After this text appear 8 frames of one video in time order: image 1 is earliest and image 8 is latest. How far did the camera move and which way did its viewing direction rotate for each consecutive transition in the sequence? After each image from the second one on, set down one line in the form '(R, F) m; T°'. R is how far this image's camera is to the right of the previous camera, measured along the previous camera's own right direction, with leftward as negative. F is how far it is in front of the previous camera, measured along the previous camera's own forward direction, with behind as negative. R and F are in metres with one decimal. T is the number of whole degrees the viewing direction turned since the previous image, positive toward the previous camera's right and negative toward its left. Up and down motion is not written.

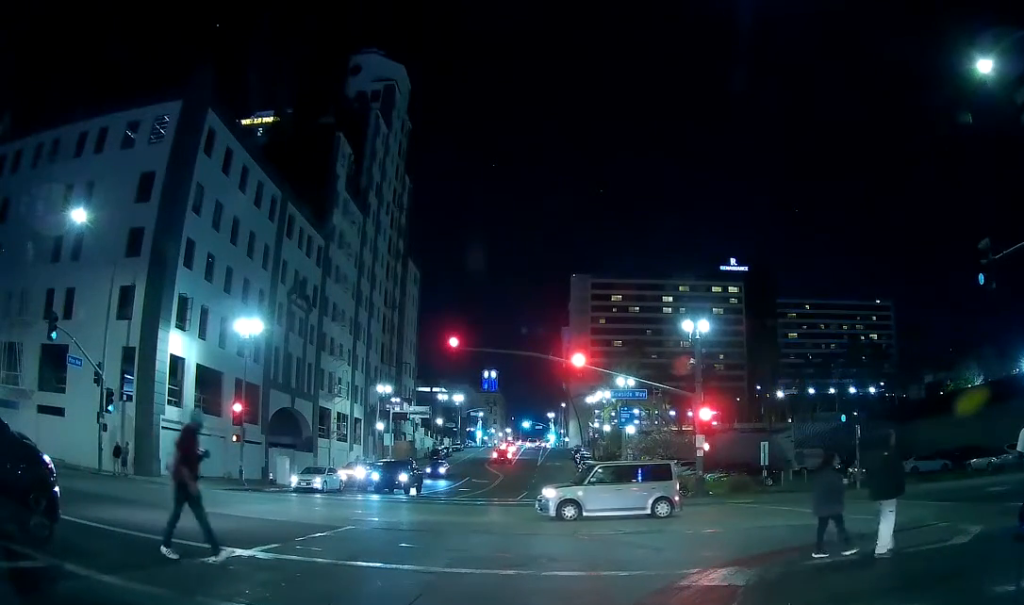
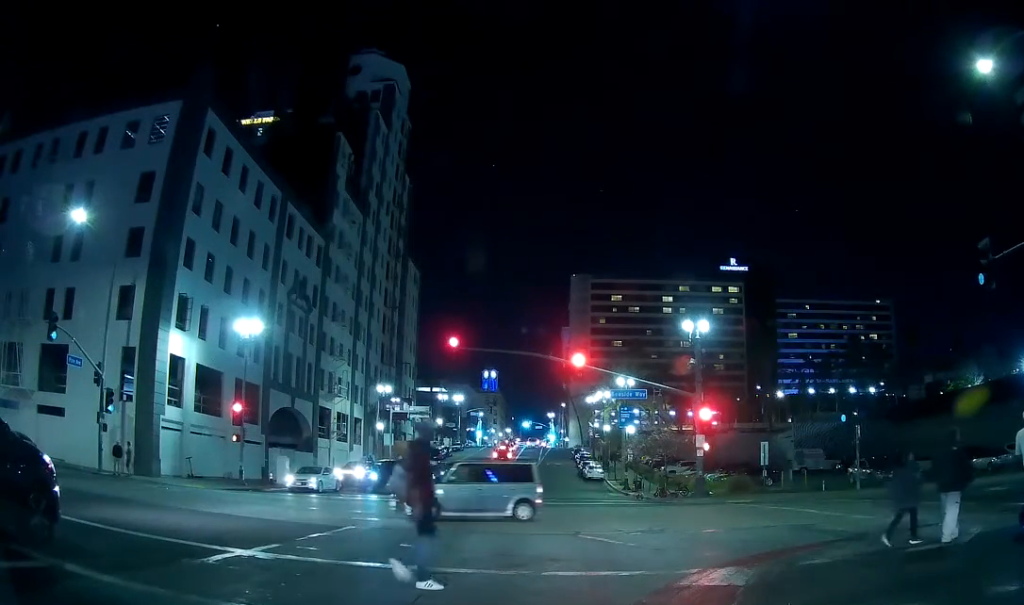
(0.0, +0.3) m; 0°
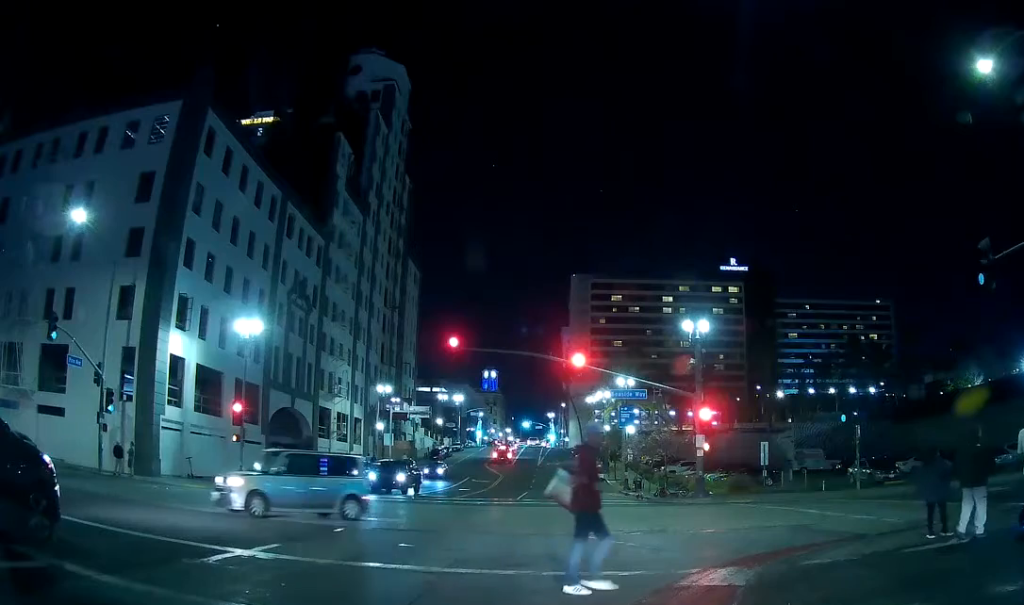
(0.0, 0.0) m; 0°
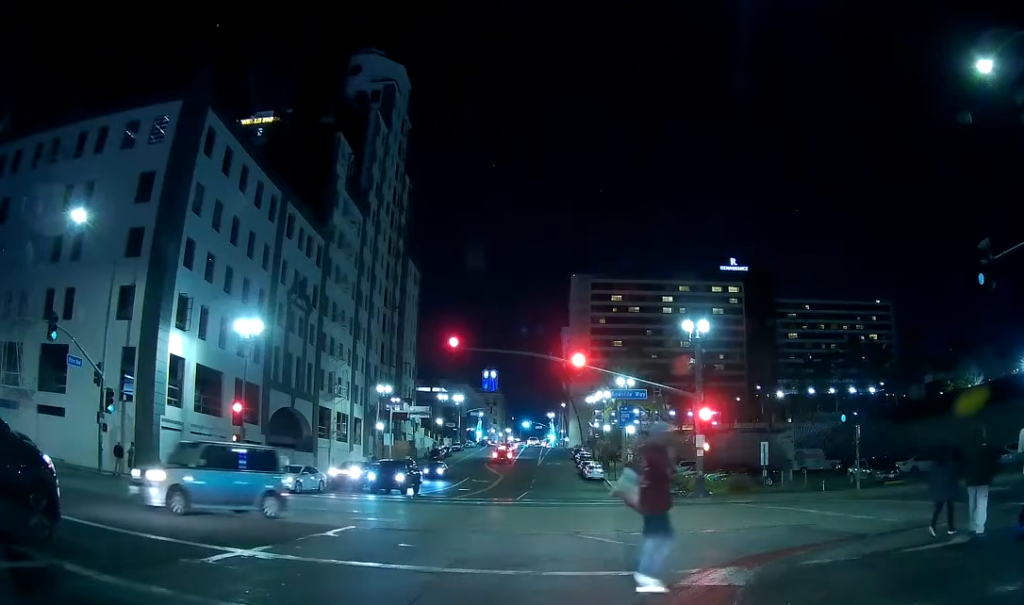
(0.0, 0.0) m; 0°
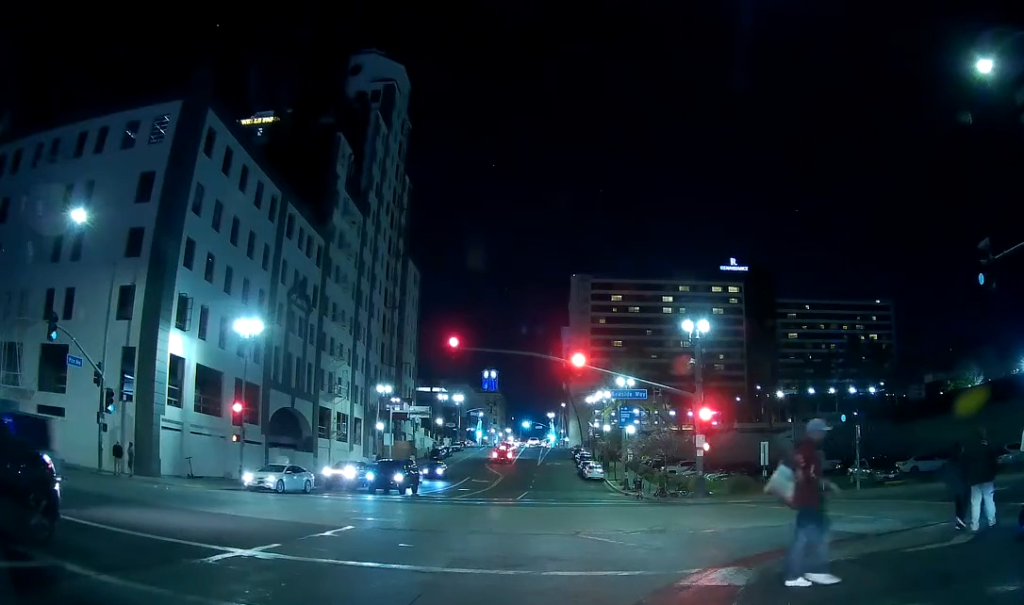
(0.0, 0.0) m; 0°
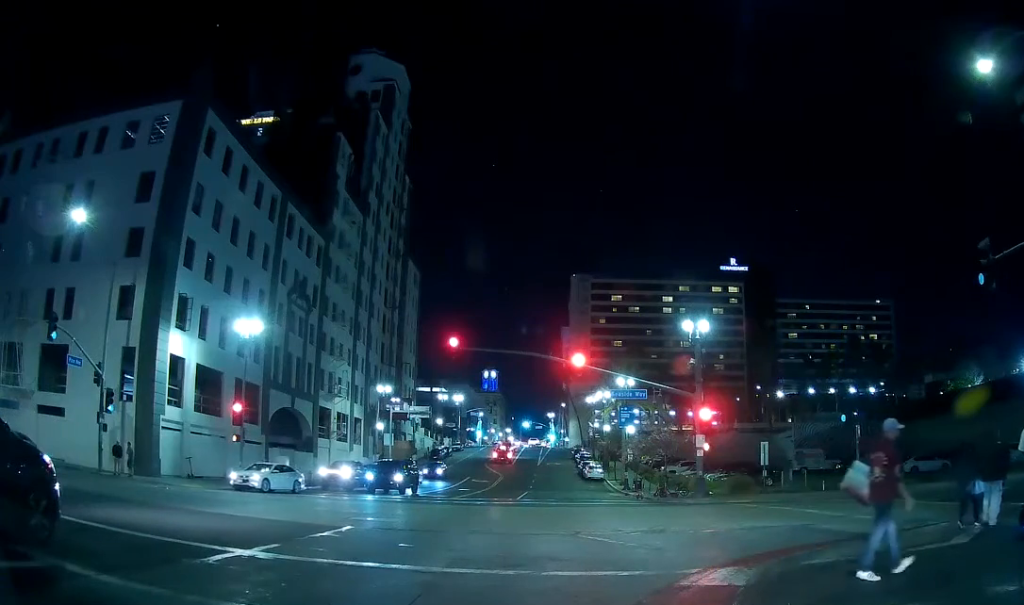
(0.0, 0.0) m; 0°
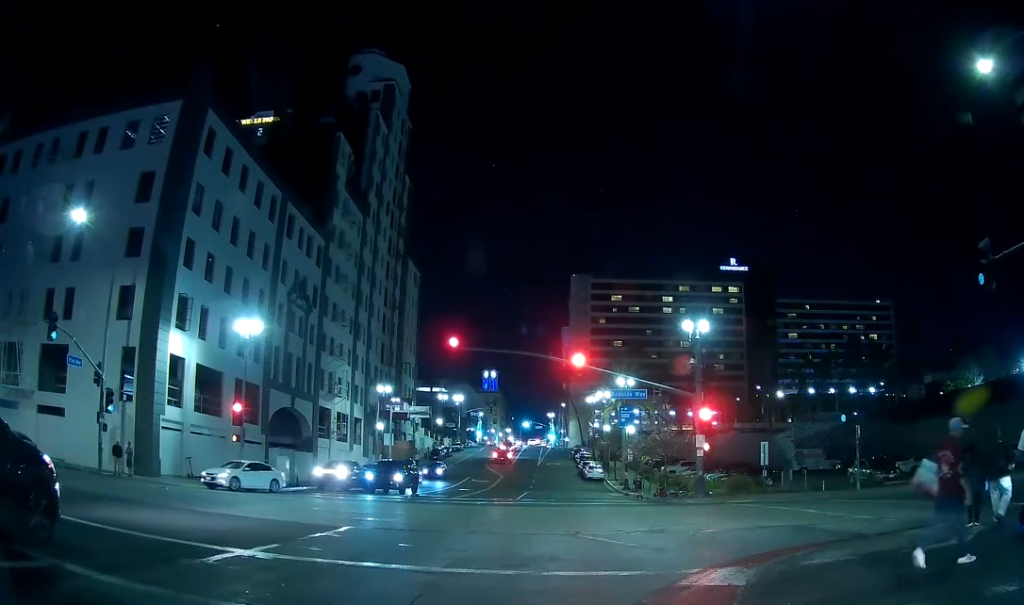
(0.0, 0.0) m; 0°
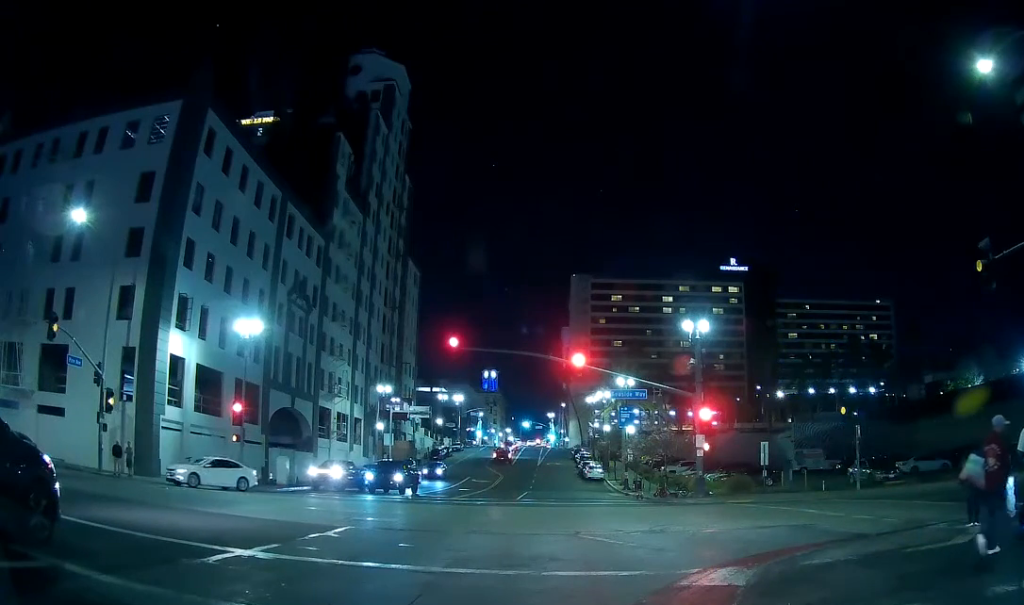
(0.0, 0.0) m; 0°
